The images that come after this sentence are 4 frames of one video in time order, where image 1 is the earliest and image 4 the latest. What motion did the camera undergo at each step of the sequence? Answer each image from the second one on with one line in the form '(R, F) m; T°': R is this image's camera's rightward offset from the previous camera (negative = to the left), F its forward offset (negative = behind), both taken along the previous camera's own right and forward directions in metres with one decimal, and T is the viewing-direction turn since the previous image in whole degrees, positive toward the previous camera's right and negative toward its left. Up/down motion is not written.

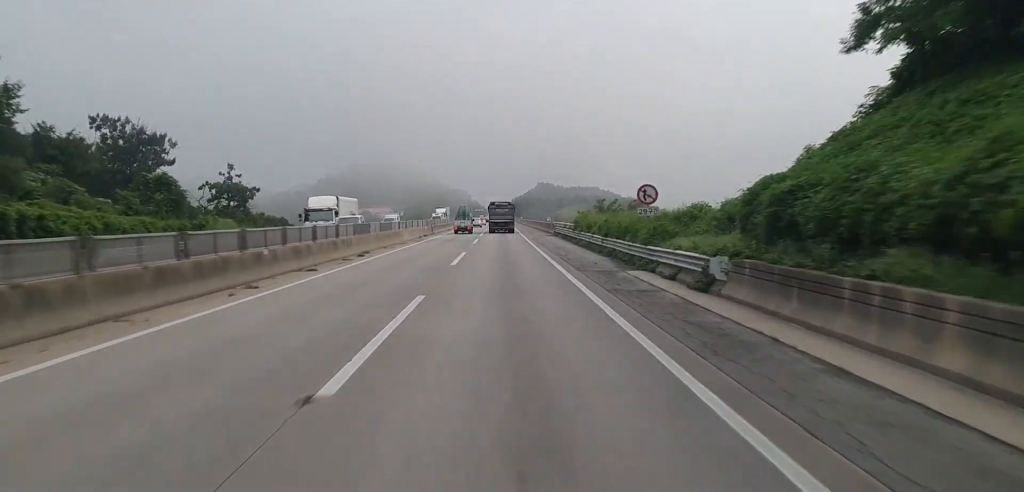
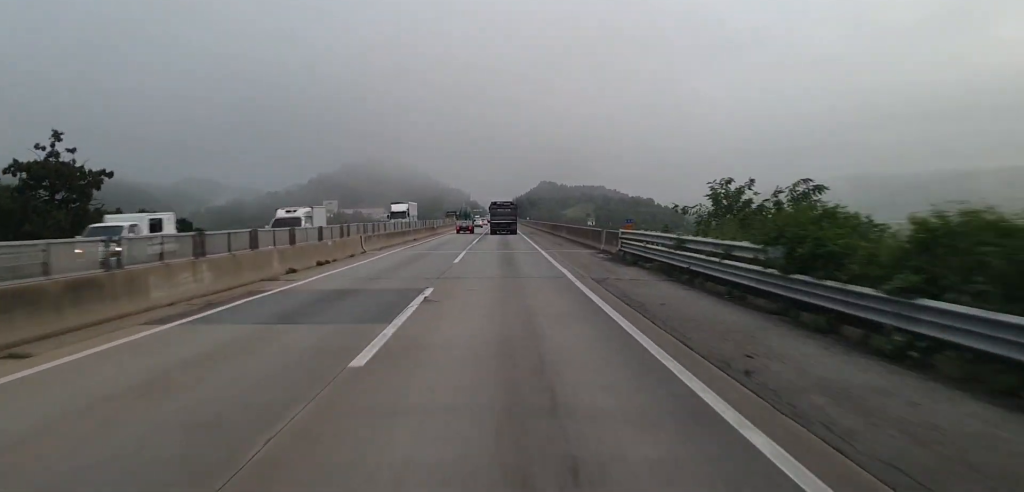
(0.0, +39.1) m; 0°
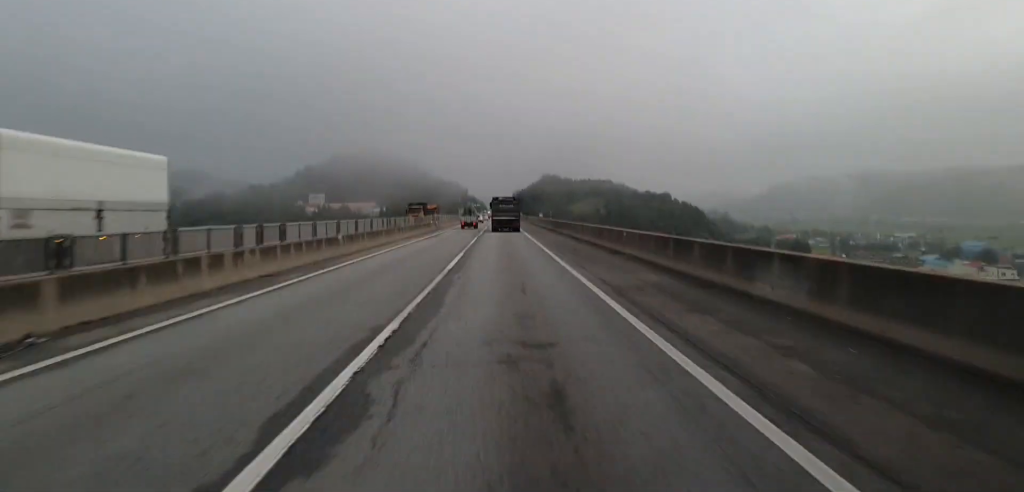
(0.0, +47.4) m; 0°
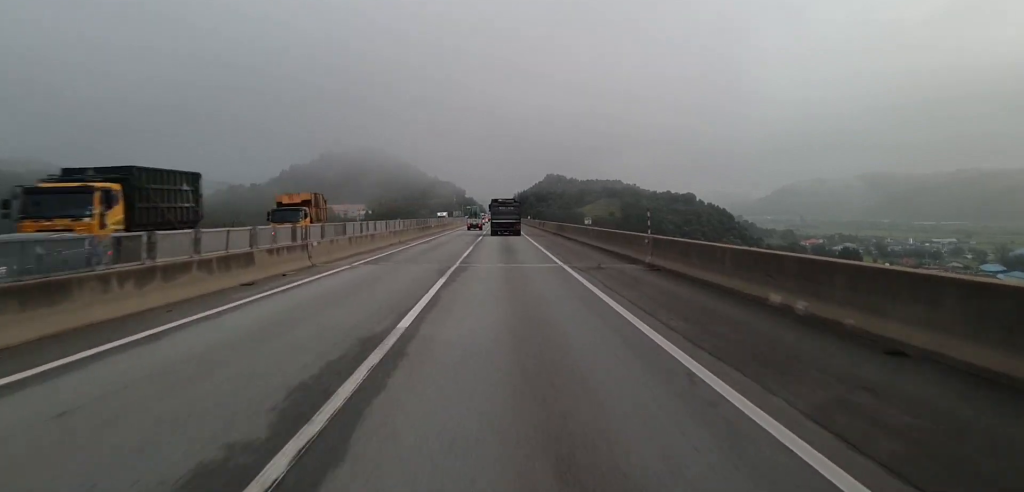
(+0.3, +53.8) m; +1°
